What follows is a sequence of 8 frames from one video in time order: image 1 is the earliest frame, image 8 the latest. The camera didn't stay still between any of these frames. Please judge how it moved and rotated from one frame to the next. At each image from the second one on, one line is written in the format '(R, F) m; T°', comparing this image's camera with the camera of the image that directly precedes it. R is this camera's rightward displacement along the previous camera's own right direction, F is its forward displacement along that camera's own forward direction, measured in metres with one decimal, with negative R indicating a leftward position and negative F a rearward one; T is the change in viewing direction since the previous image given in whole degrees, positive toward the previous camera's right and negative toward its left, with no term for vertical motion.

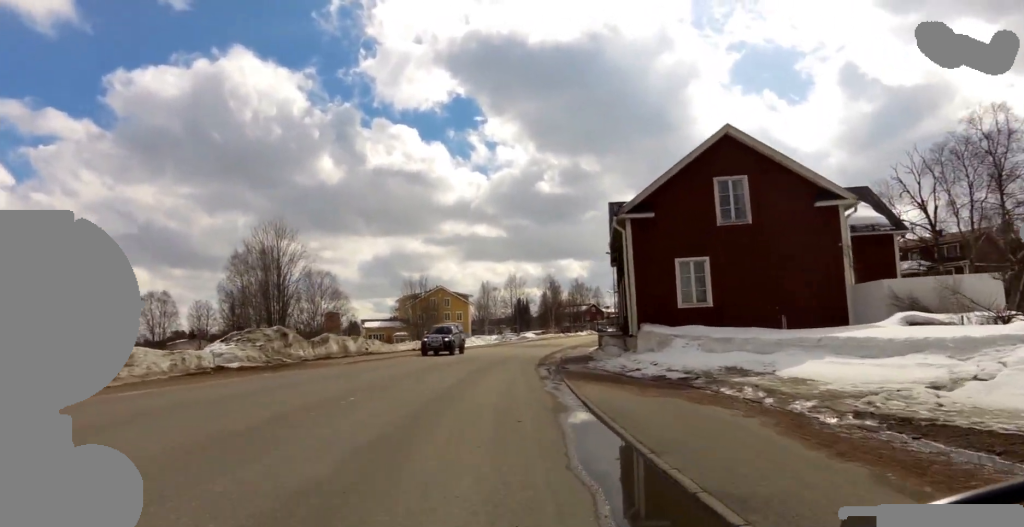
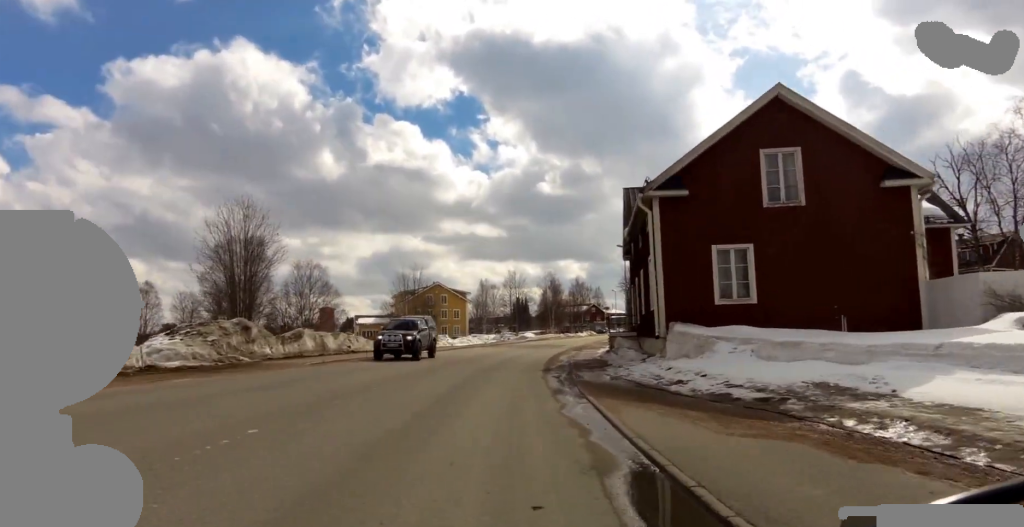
(+0.2, +3.9) m; +2°
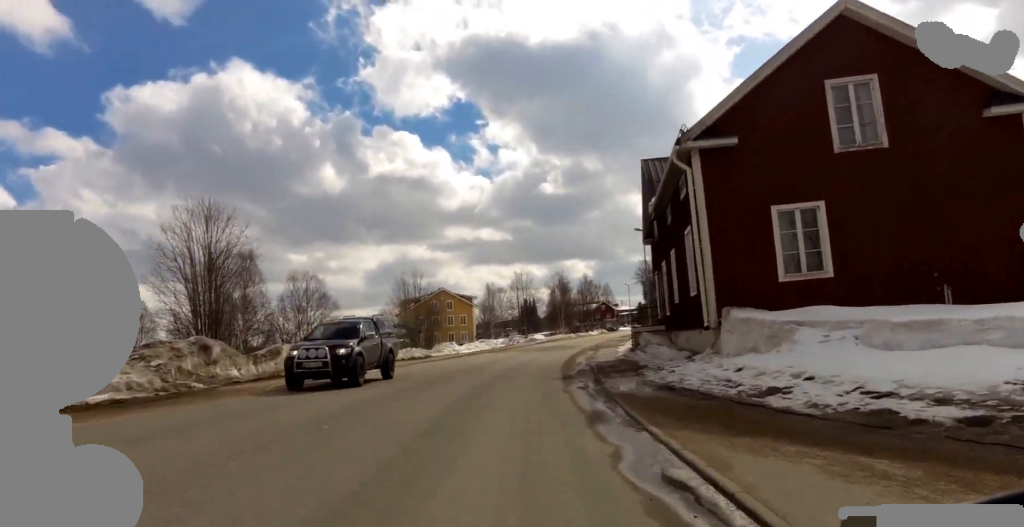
(+0.1, +3.9) m; +1°
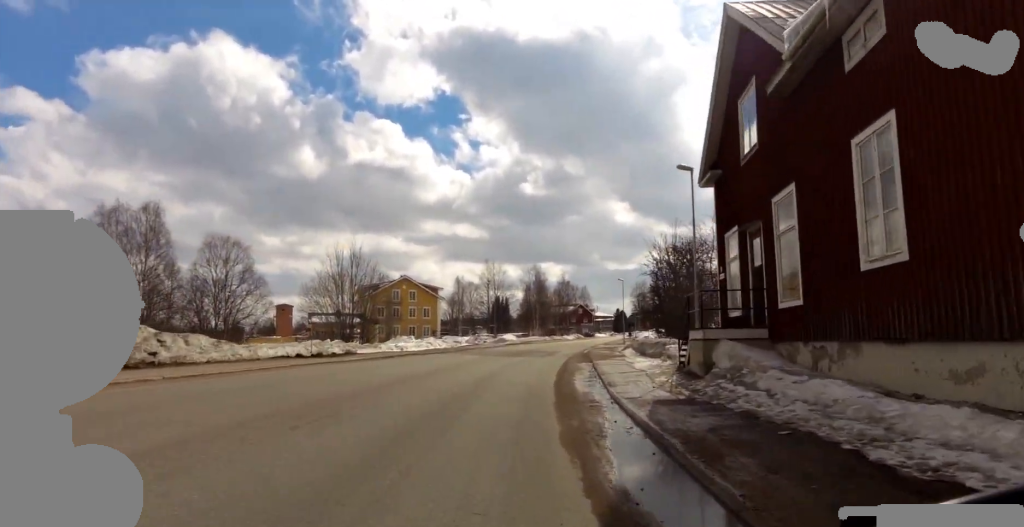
(0.0, +12.7) m; +3°
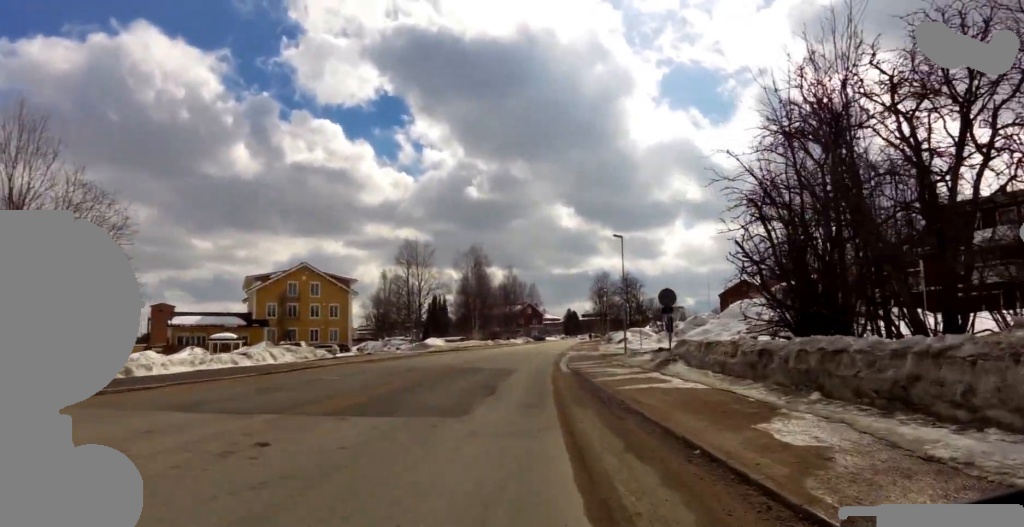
(+0.7, +22.9) m; +4°
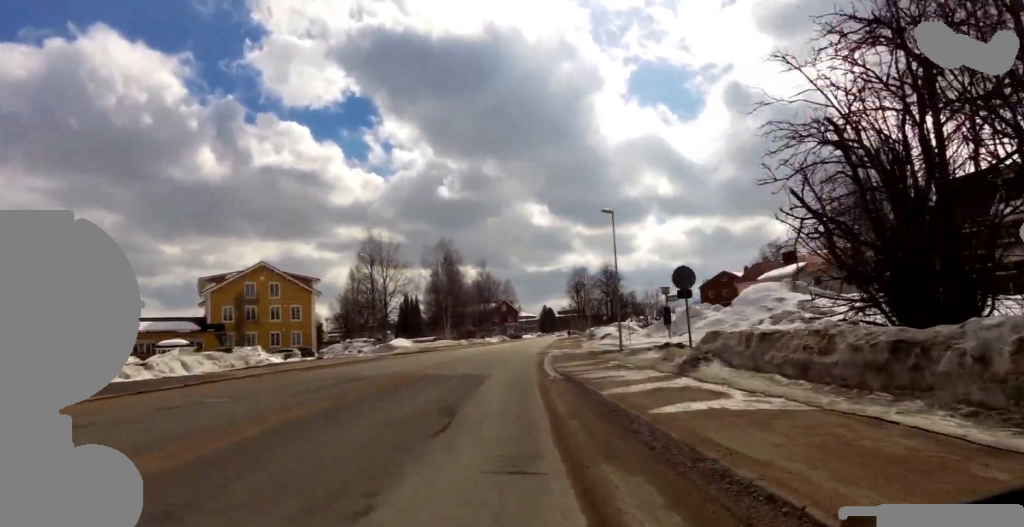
(+0.1, +4.7) m; +2°
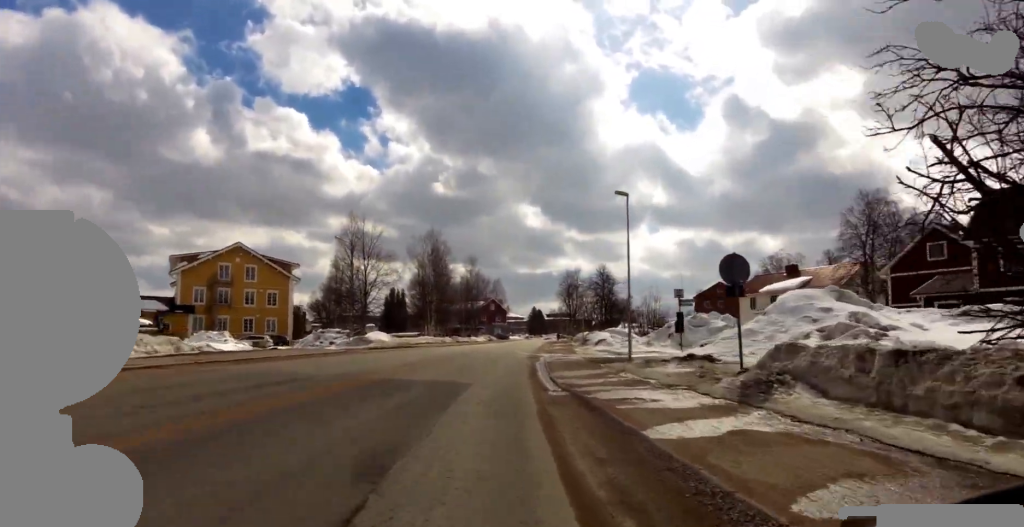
(+0.1, +3.9) m; +1°
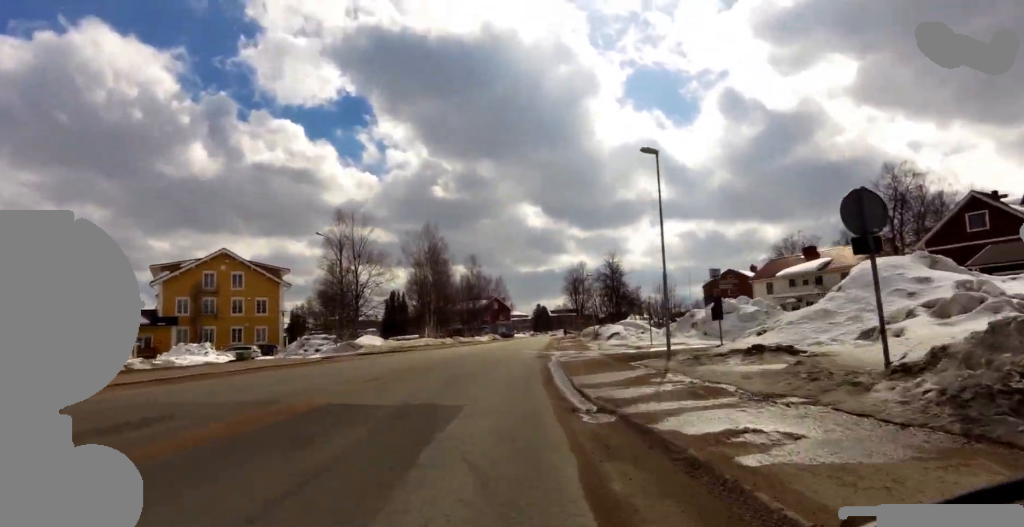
(0.0, +4.2) m; -1°
